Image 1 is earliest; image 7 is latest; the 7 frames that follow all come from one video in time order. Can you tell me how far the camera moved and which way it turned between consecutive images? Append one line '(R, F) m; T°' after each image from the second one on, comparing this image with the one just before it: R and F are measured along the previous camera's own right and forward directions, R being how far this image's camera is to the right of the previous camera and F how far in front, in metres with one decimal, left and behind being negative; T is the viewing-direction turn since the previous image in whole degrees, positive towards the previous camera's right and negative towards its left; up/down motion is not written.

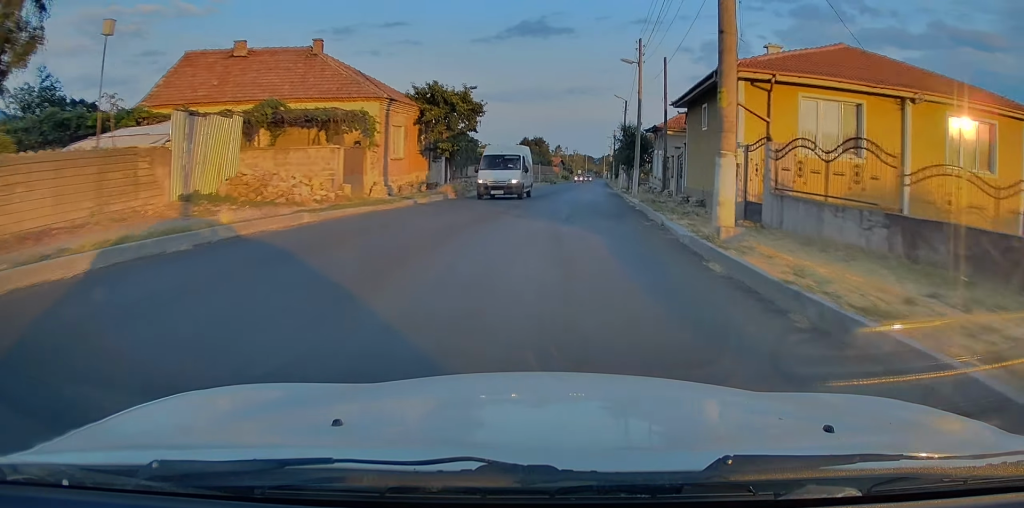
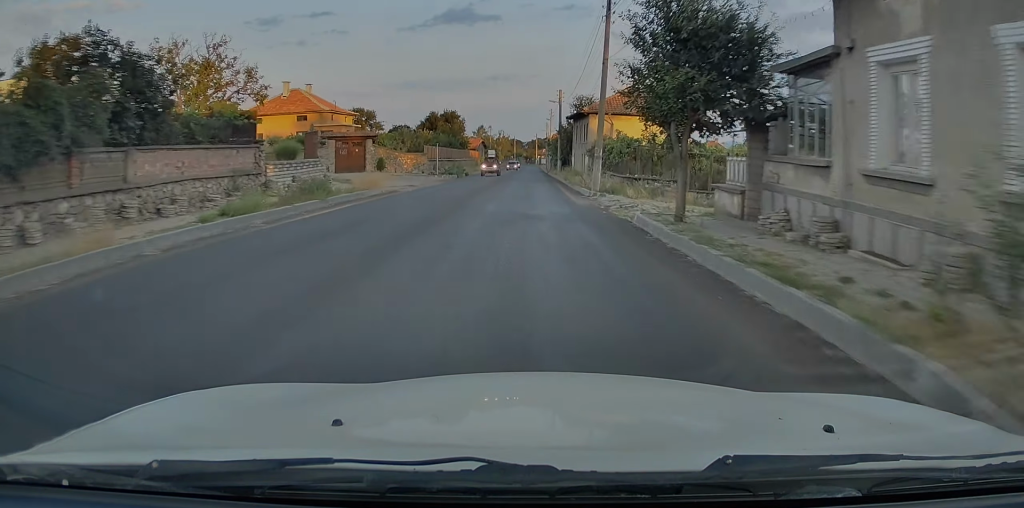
(+2.5, +33.9) m; +6°
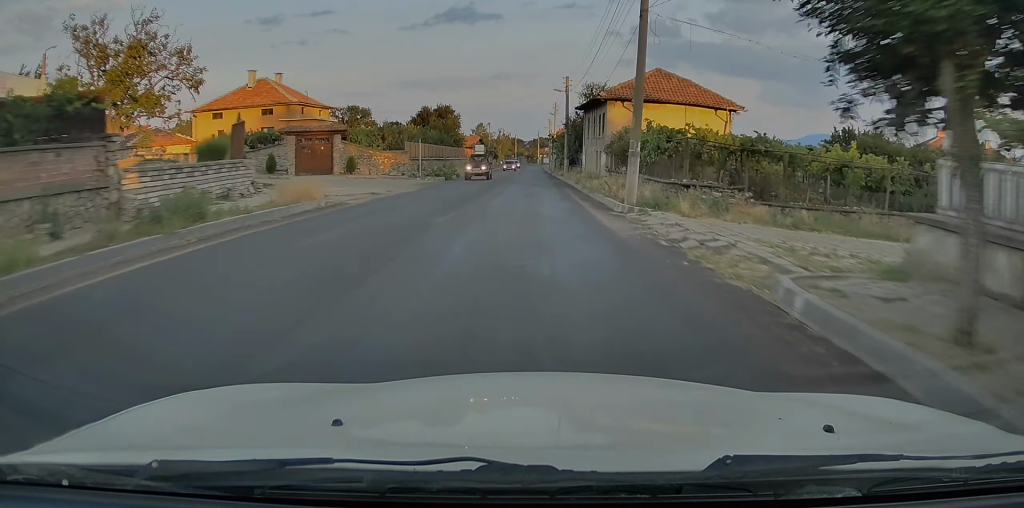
(-0.1, +8.4) m; 0°
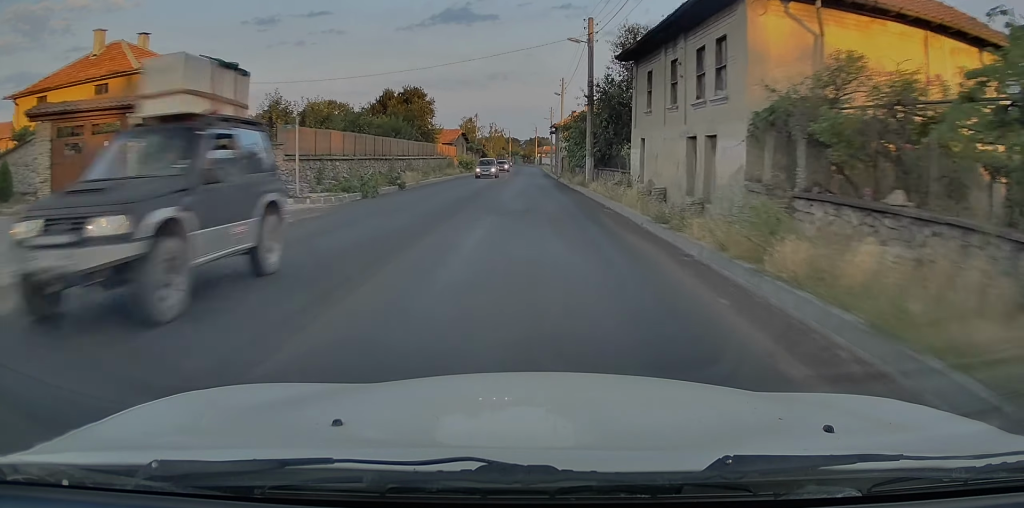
(+0.1, +21.6) m; 0°
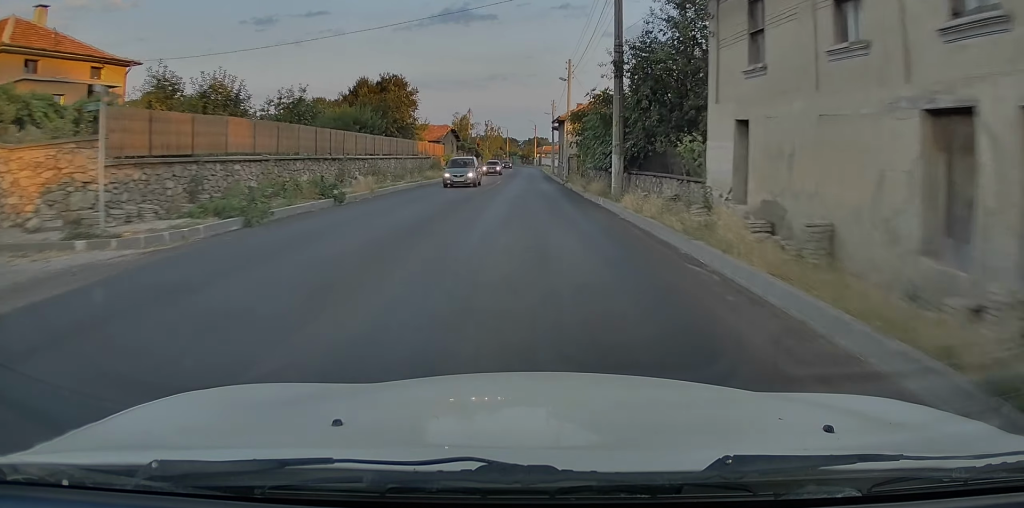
(-0.1, +9.7) m; 0°
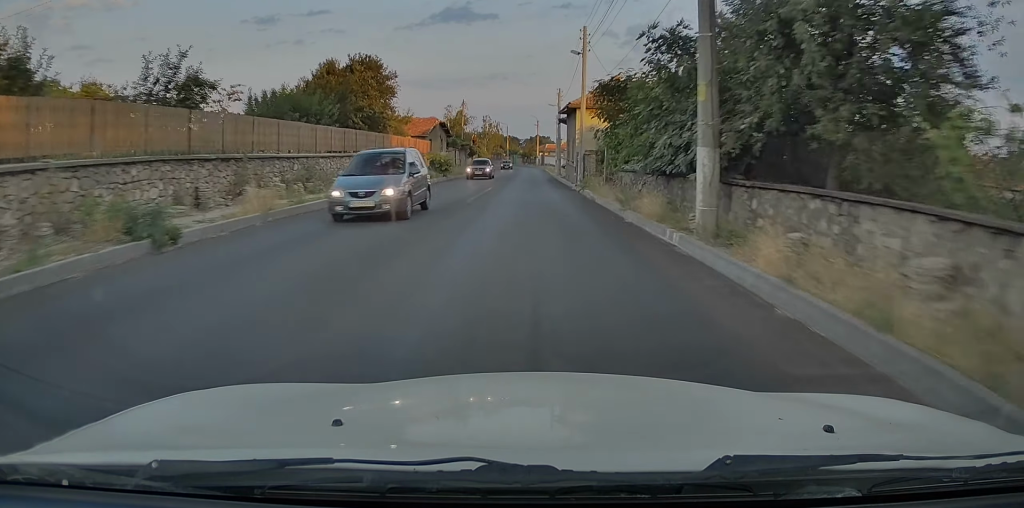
(+0.1, +10.2) m; +1°
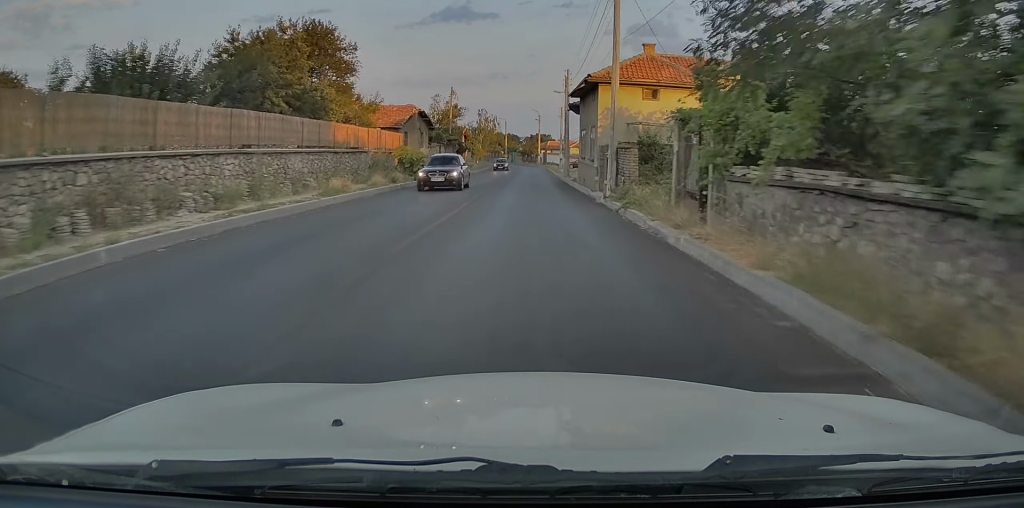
(+0.1, +11.7) m; 0°
